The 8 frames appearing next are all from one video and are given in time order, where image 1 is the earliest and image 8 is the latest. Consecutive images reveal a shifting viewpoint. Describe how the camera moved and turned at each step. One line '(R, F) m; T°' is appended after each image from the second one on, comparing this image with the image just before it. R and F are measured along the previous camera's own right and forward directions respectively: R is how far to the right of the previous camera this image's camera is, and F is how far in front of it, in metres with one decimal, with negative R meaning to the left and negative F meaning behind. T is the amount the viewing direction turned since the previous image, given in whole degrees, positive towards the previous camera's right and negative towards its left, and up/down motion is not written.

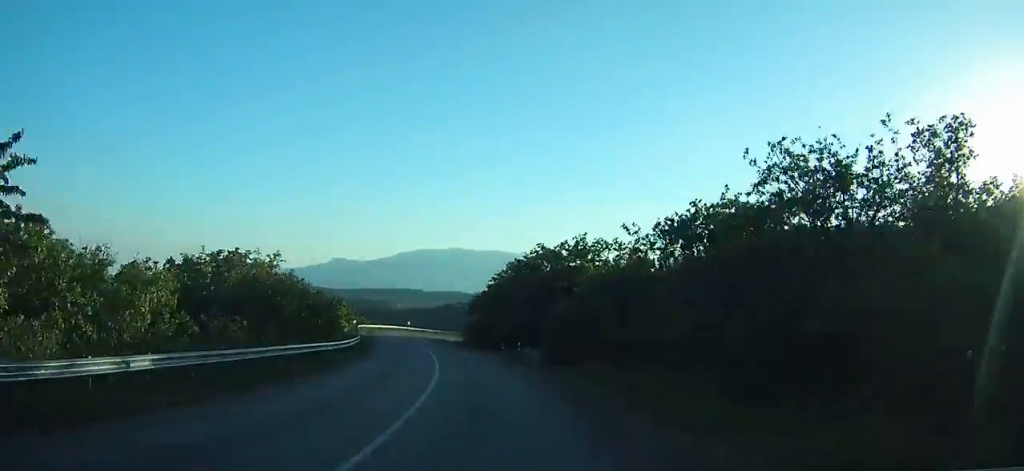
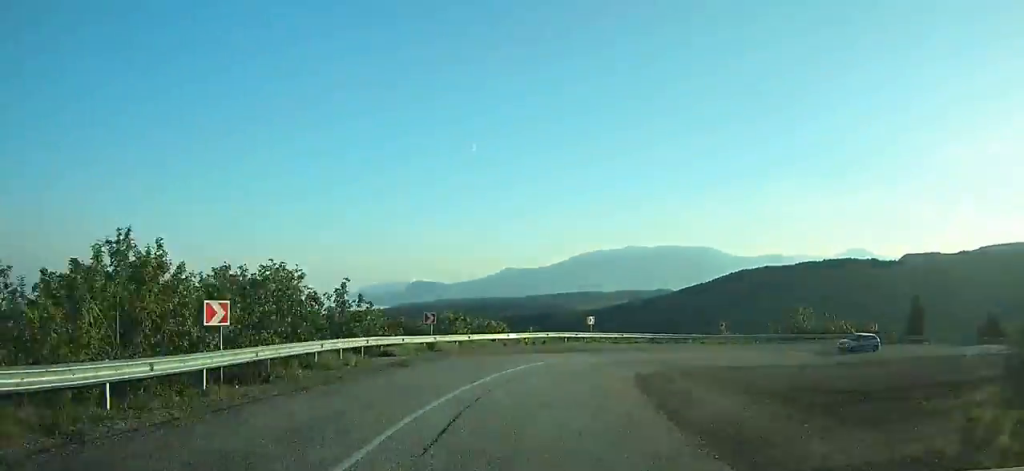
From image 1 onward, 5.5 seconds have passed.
(-17.2, +68.6) m; -8°
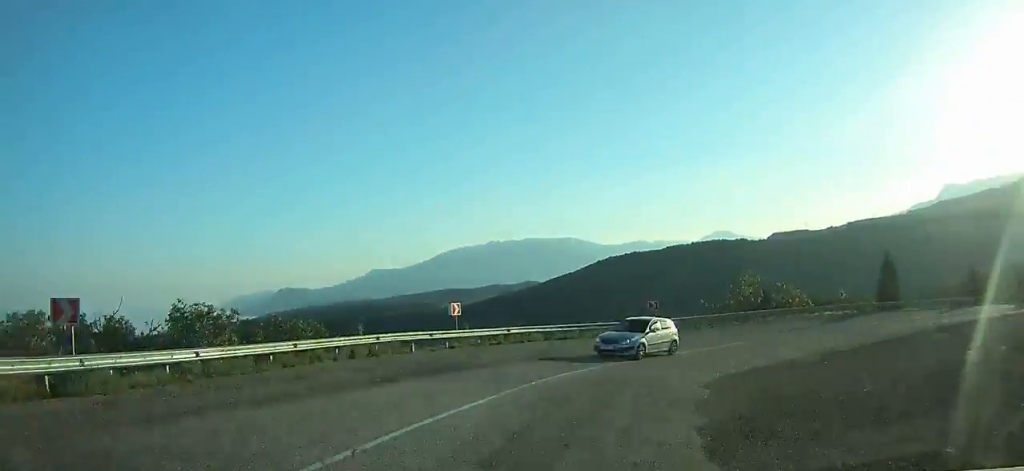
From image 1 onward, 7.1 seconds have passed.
(+2.7, +17.1) m; +19°
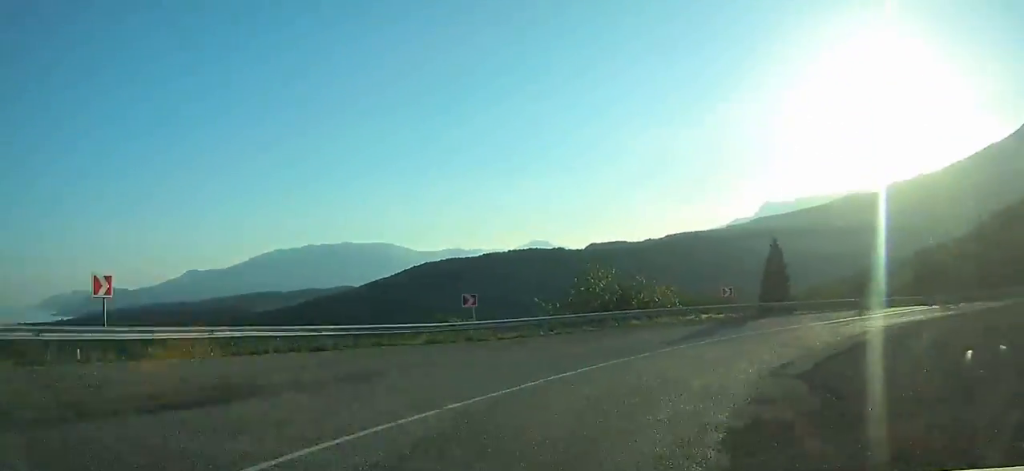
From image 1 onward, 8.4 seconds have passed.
(-2.3, +13.9) m; +16°
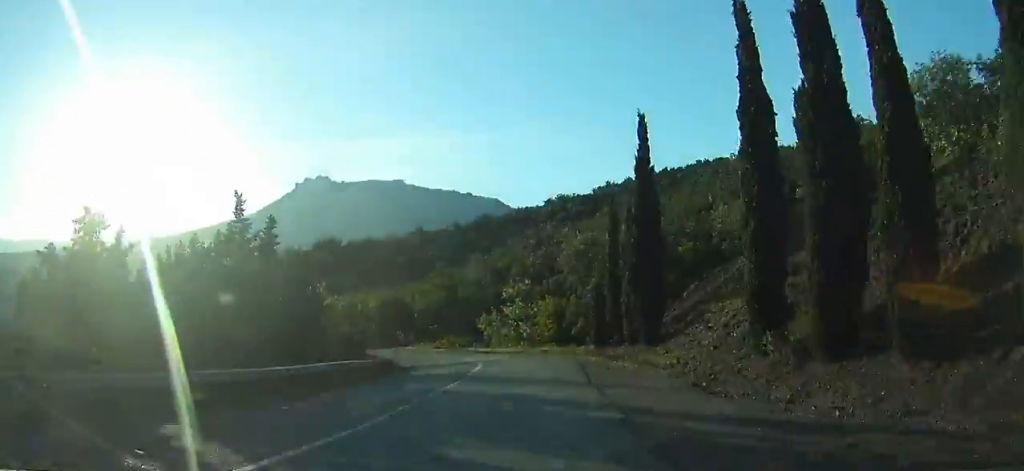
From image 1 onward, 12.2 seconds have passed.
(+20.4, +33.3) m; +41°
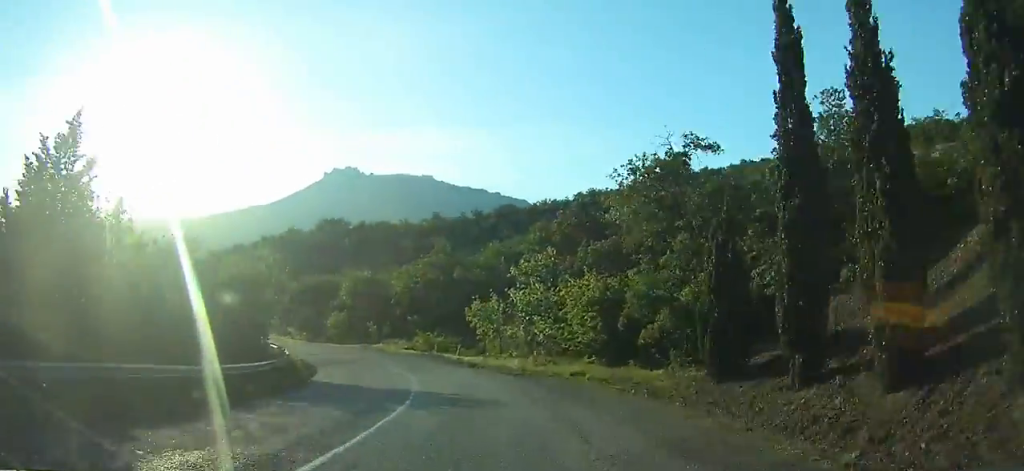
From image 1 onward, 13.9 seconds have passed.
(+3.5, +18.5) m; +1°
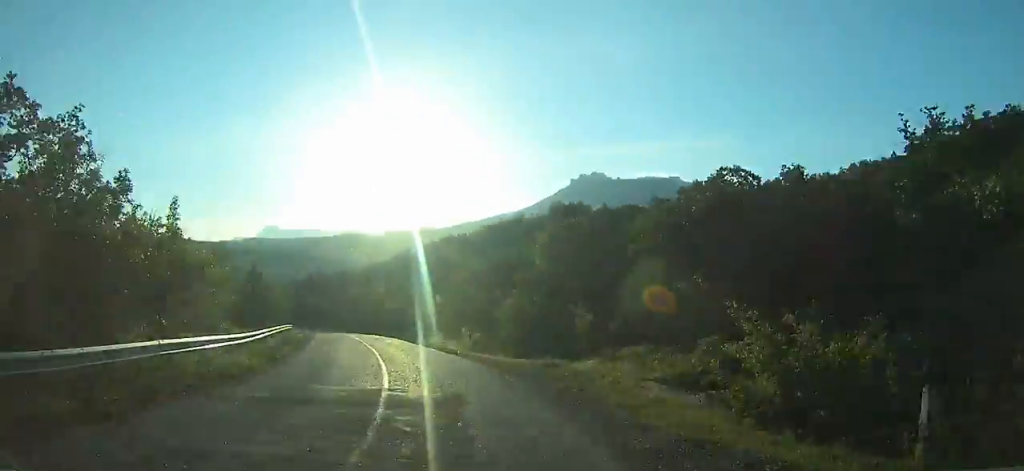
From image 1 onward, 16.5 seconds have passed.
(-2.1, +30.4) m; -12°
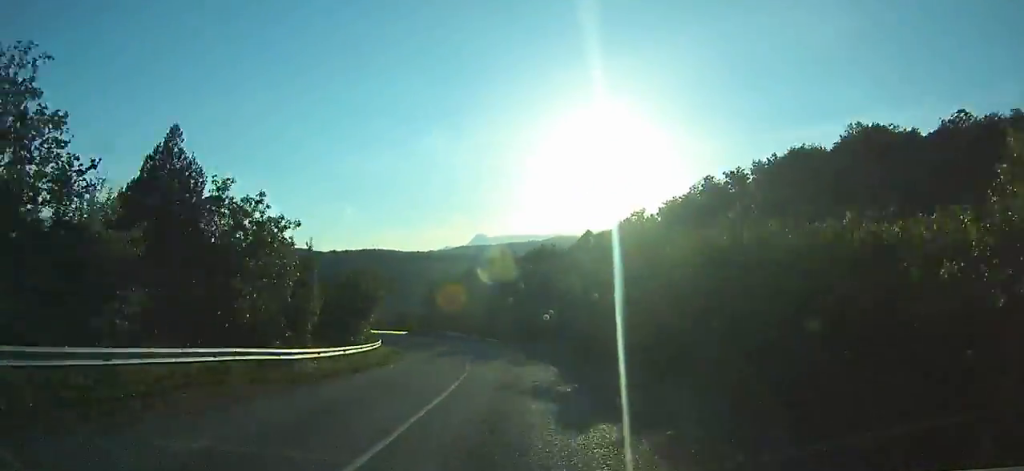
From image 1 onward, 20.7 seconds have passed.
(-10.8, +53.0) m; -21°
